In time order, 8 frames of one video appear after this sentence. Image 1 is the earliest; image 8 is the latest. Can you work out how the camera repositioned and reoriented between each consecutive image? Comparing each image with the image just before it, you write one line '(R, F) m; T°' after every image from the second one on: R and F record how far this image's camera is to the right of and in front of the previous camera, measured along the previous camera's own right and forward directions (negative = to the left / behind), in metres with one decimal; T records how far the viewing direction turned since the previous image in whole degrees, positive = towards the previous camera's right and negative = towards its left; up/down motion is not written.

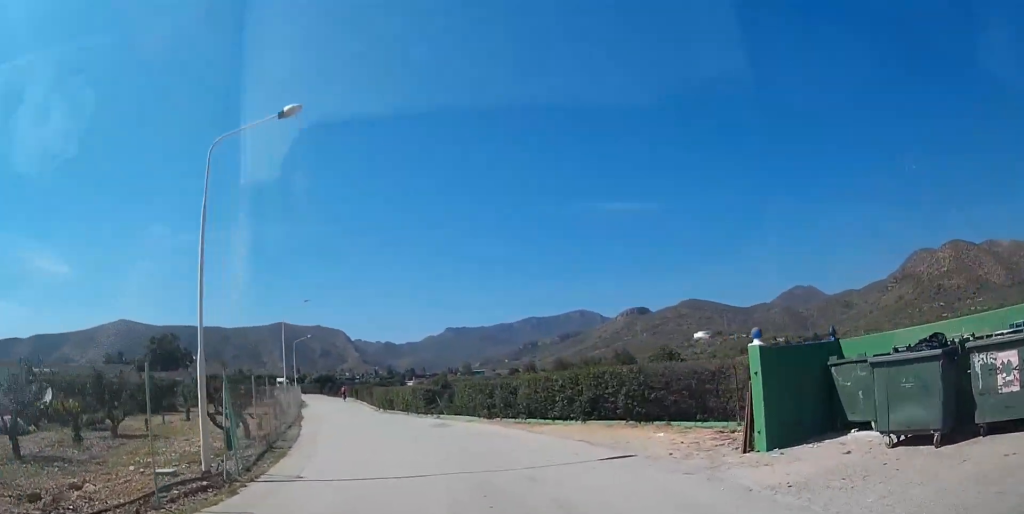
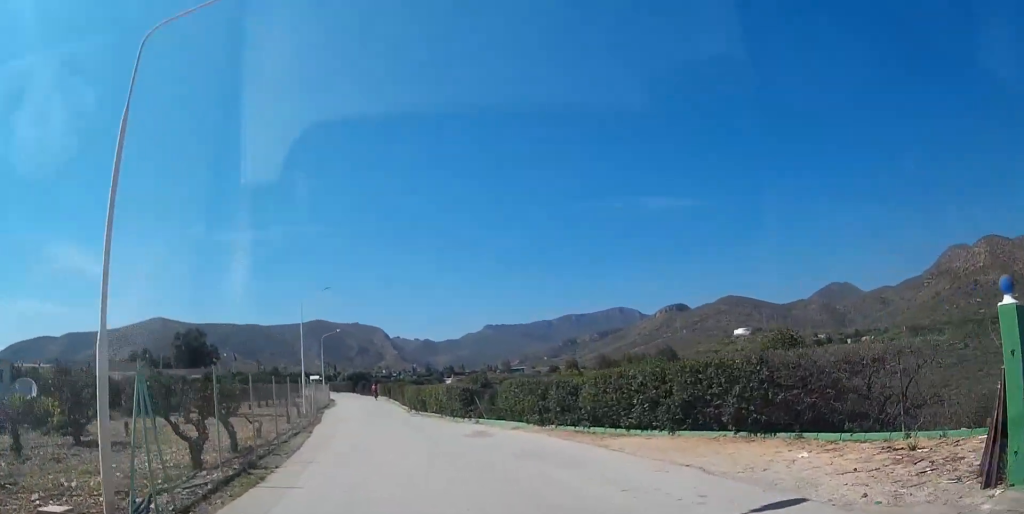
(0.0, +4.6) m; -3°
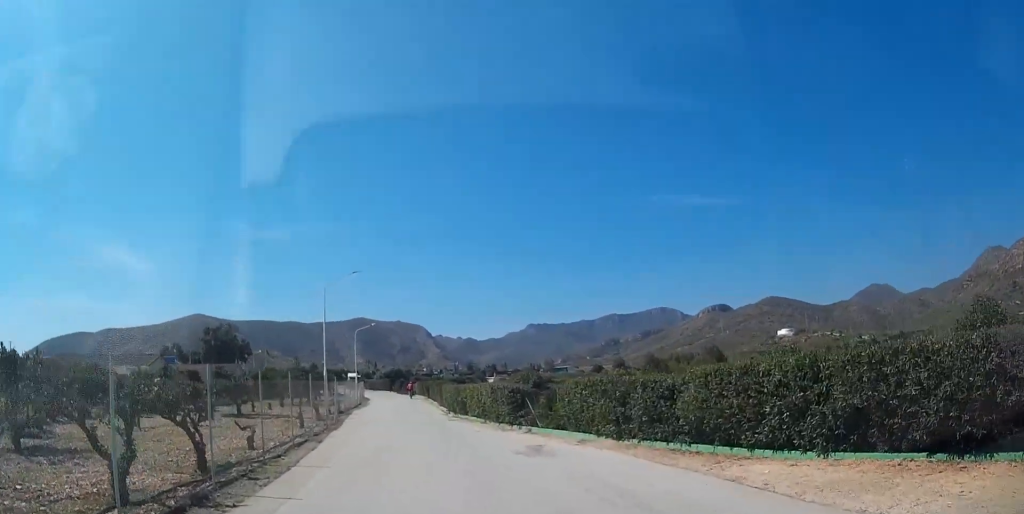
(-0.2, +4.7) m; -4°
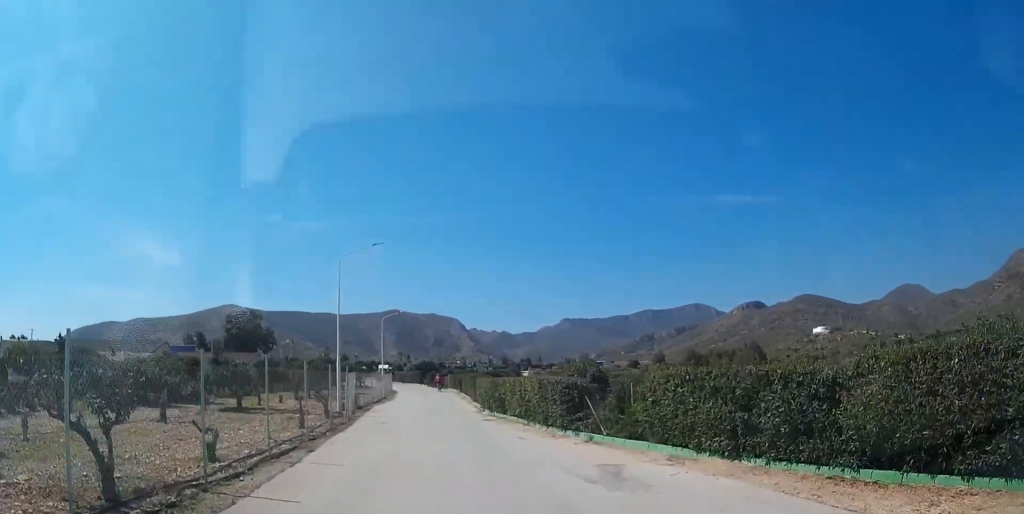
(-0.1, +4.7) m; -4°
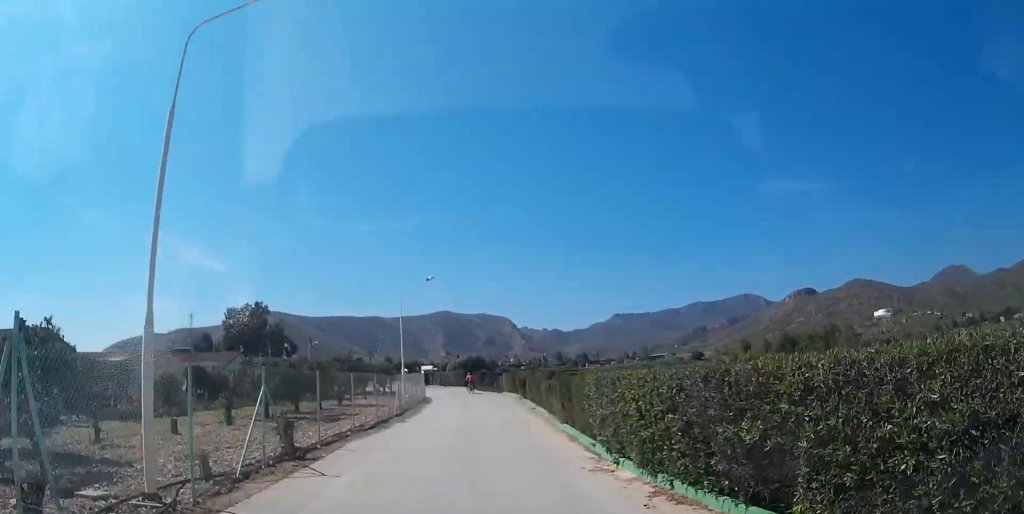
(-2.4, +19.5) m; -9°
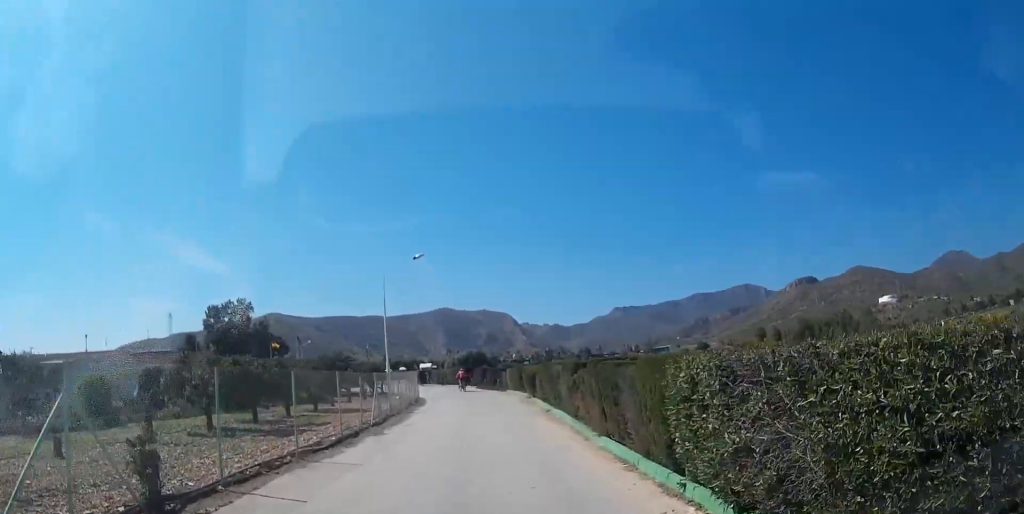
(0.0, +6.2) m; 0°
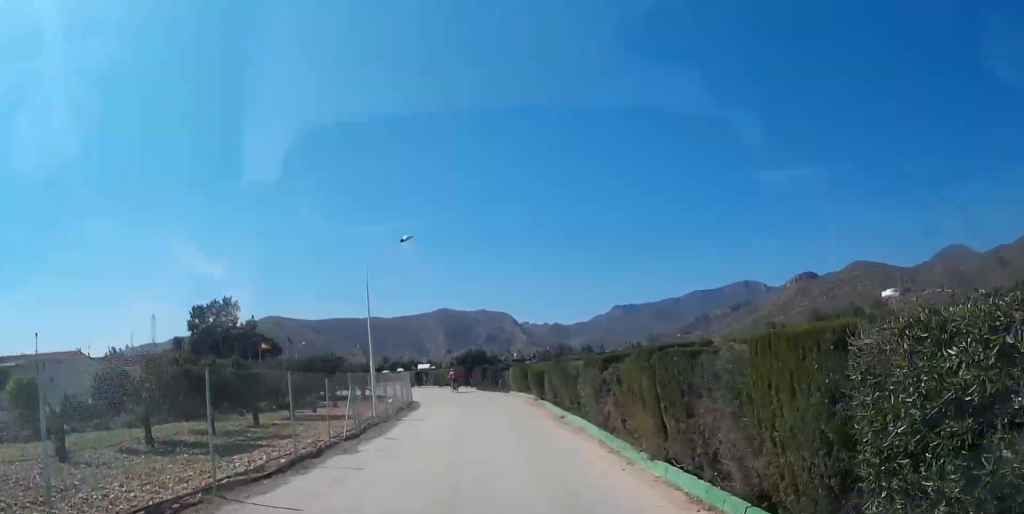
(0.0, +4.3) m; 0°
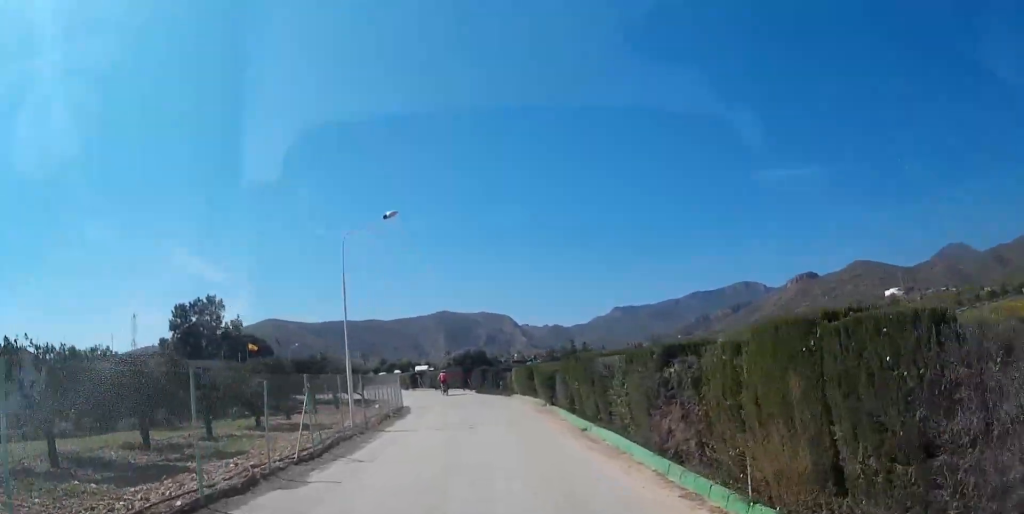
(0.0, +4.6) m; 0°
